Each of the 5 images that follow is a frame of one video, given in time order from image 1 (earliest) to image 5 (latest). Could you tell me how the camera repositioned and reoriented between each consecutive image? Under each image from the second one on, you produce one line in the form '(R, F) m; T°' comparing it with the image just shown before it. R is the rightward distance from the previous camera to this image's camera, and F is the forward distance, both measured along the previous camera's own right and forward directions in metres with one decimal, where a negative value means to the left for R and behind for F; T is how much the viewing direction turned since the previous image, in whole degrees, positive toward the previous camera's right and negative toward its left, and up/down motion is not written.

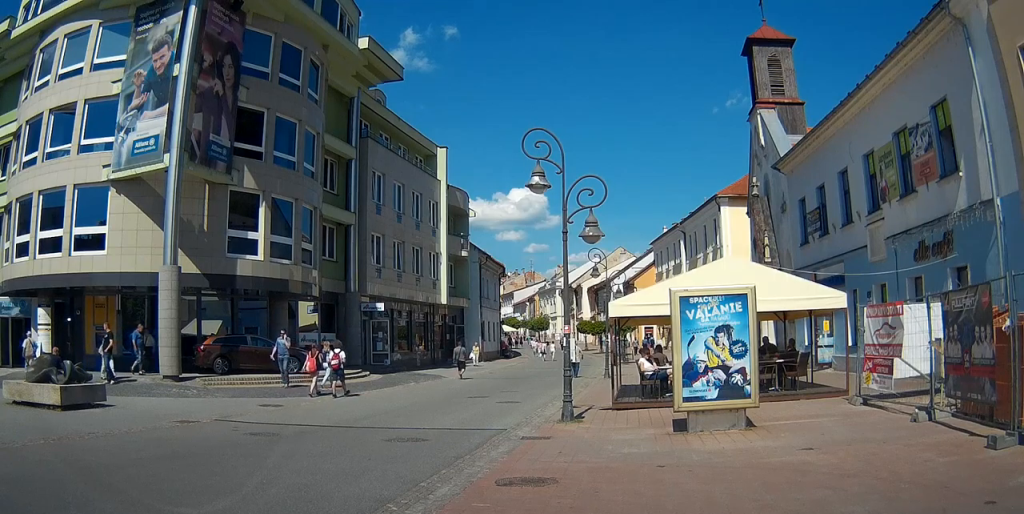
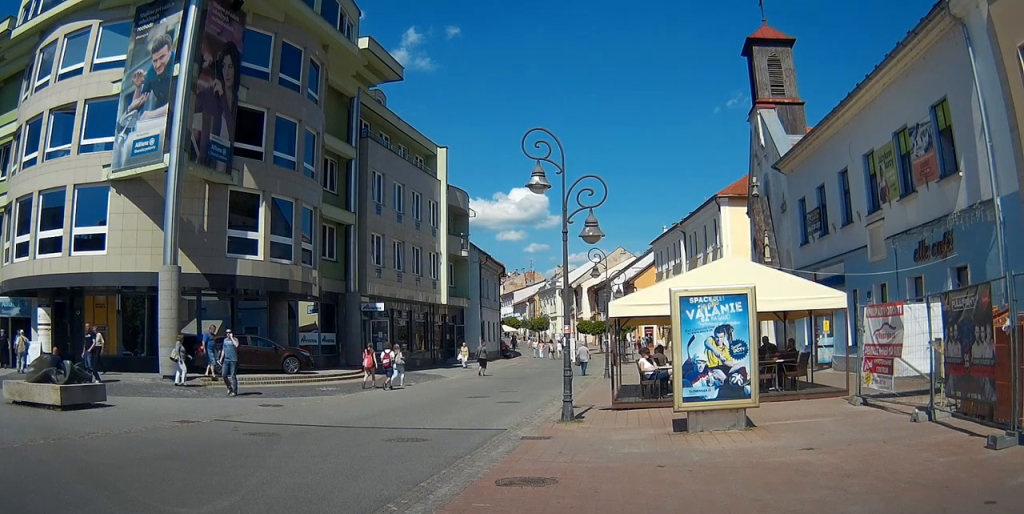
(-0.1, +0.2) m; 0°
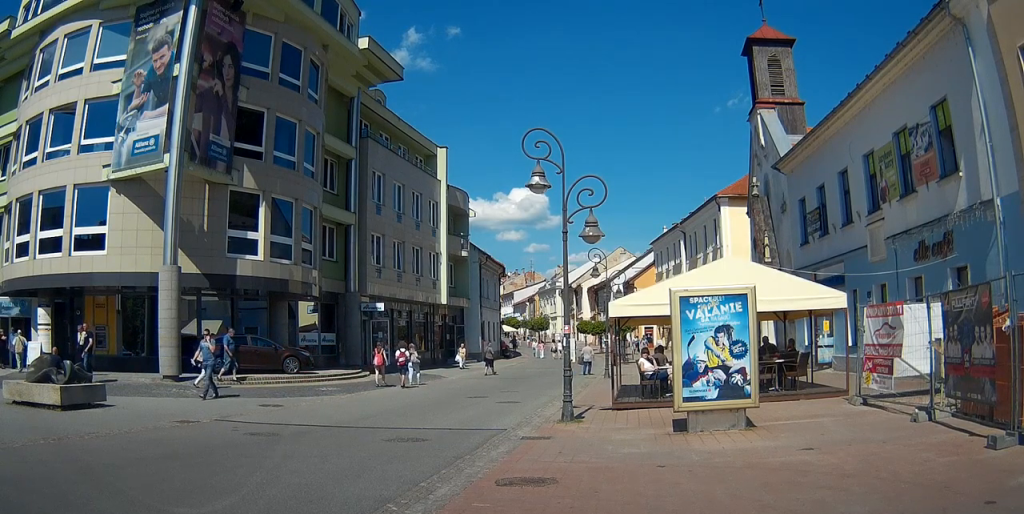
(0.0, 0.0) m; 0°
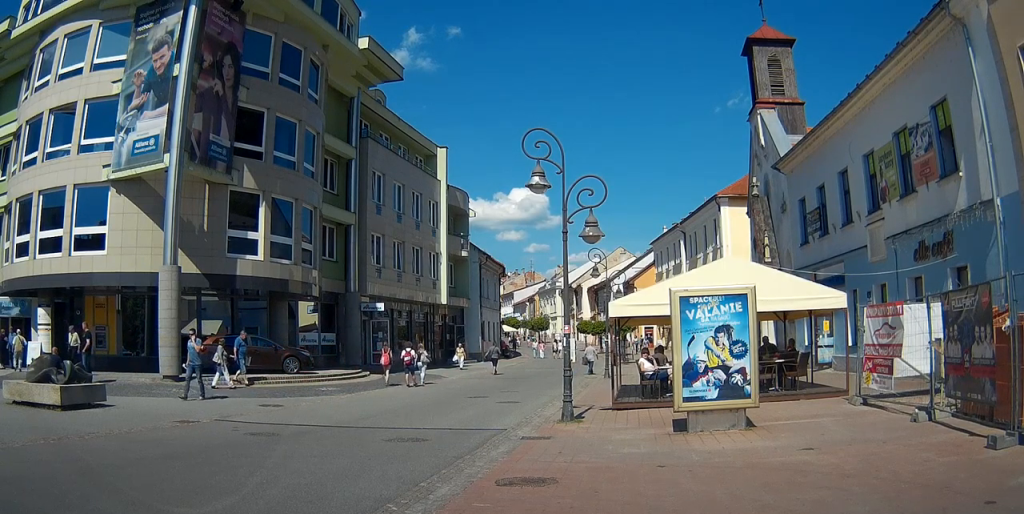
(0.0, 0.0) m; 0°
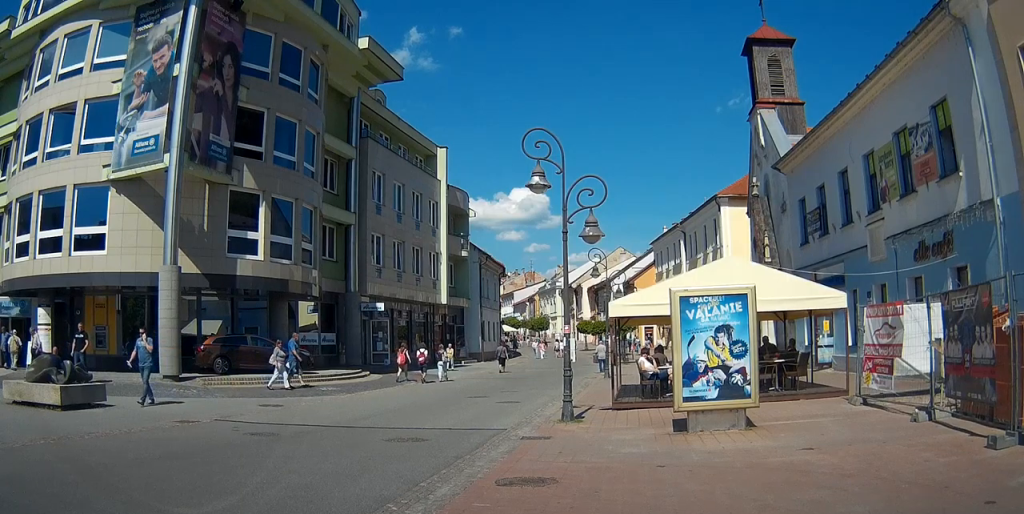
(0.0, 0.0) m; 0°
